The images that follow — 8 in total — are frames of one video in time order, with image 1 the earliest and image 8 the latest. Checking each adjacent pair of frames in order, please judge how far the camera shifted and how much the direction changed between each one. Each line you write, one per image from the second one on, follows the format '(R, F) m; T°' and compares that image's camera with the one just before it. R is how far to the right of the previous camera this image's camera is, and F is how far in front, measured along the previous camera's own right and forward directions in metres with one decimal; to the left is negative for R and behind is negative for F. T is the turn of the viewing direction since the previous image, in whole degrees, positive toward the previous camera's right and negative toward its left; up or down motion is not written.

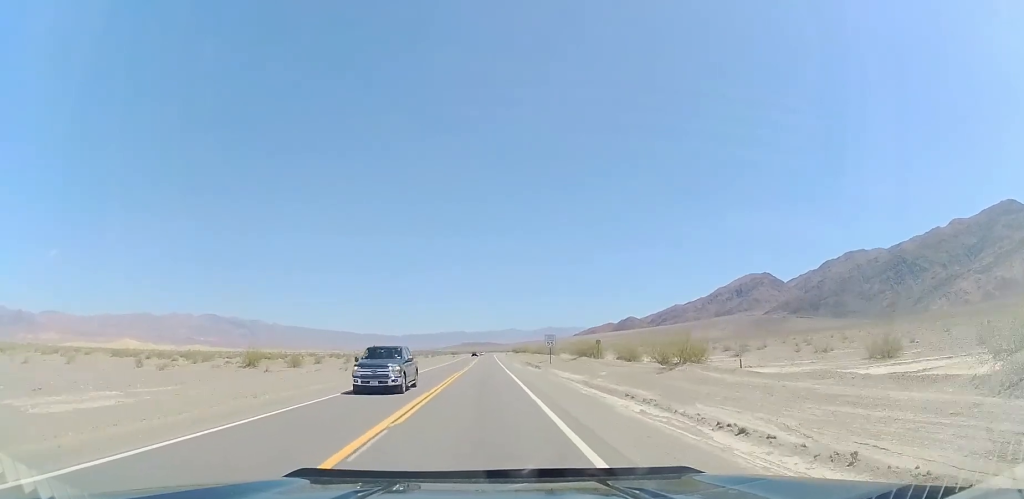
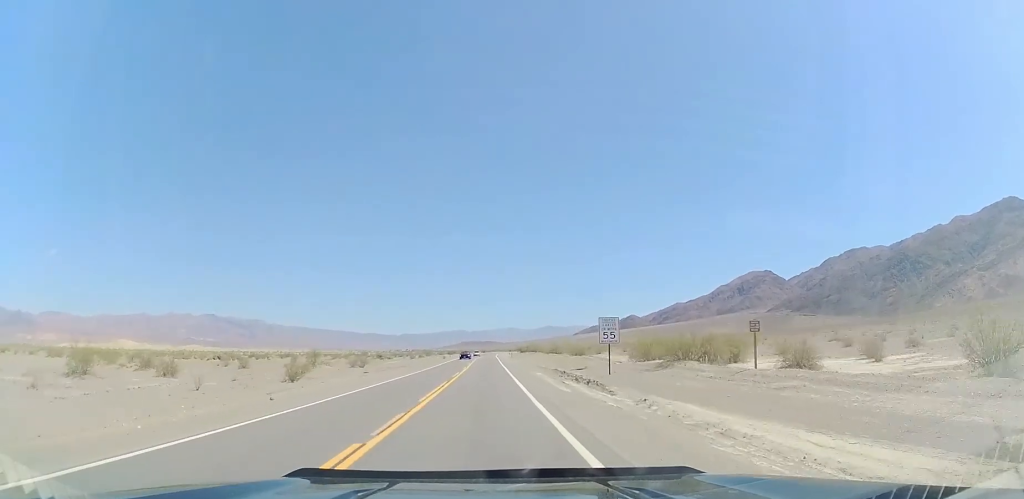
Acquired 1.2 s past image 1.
(+0.1, +31.0) m; 0°
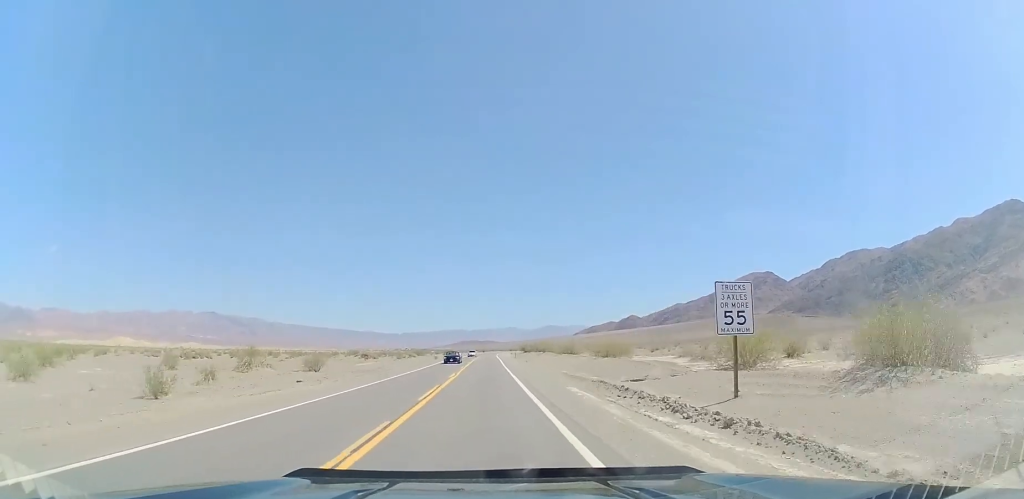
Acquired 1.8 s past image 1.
(0.0, +16.6) m; +1°
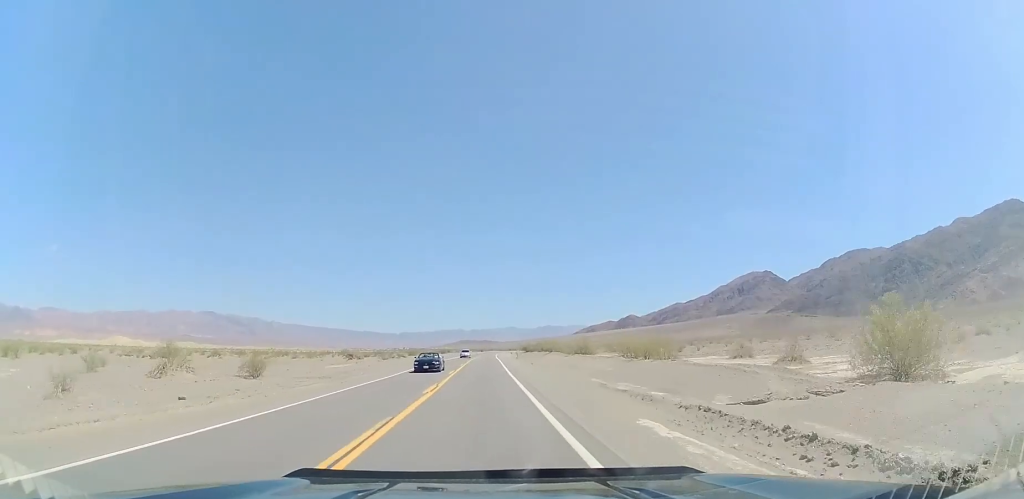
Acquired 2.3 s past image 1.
(0.0, +12.3) m; 0°
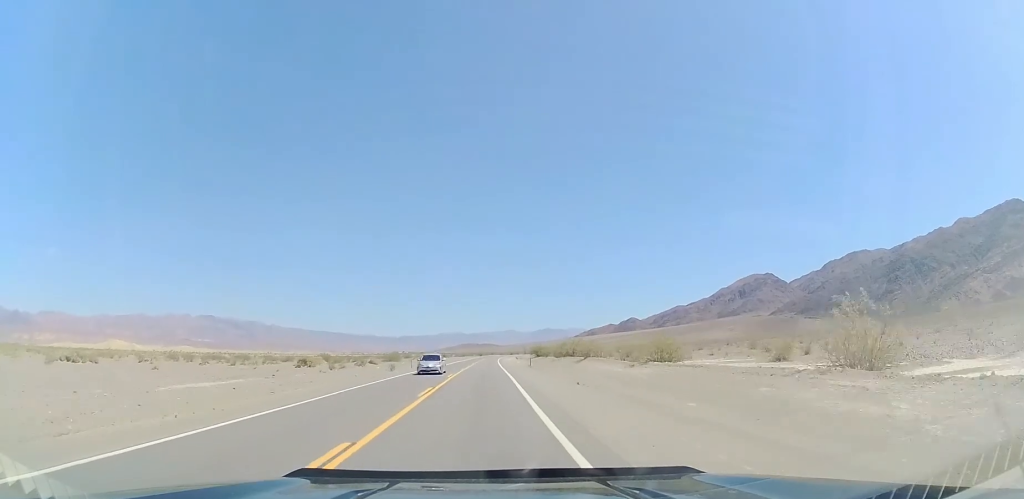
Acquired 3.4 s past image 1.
(+0.2, +29.3) m; -1°
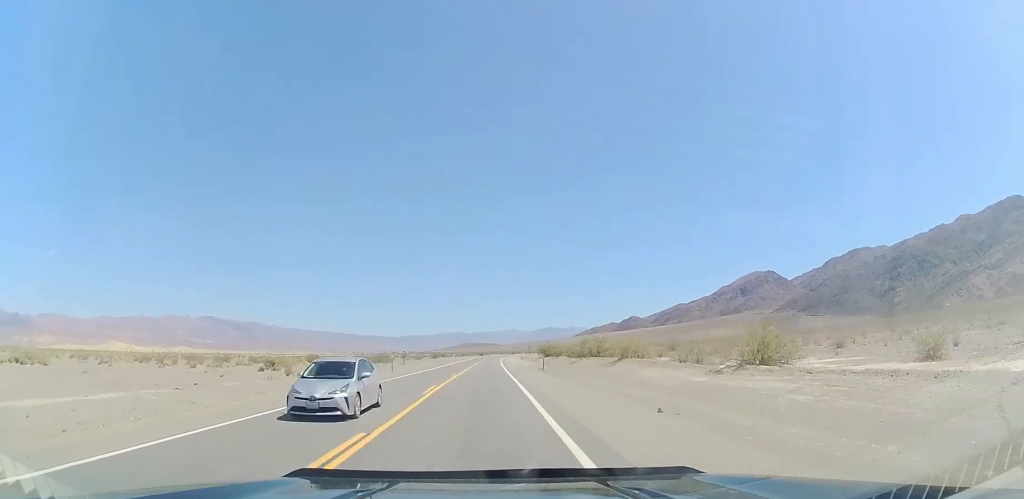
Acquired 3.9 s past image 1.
(-0.1, +13.4) m; -1°
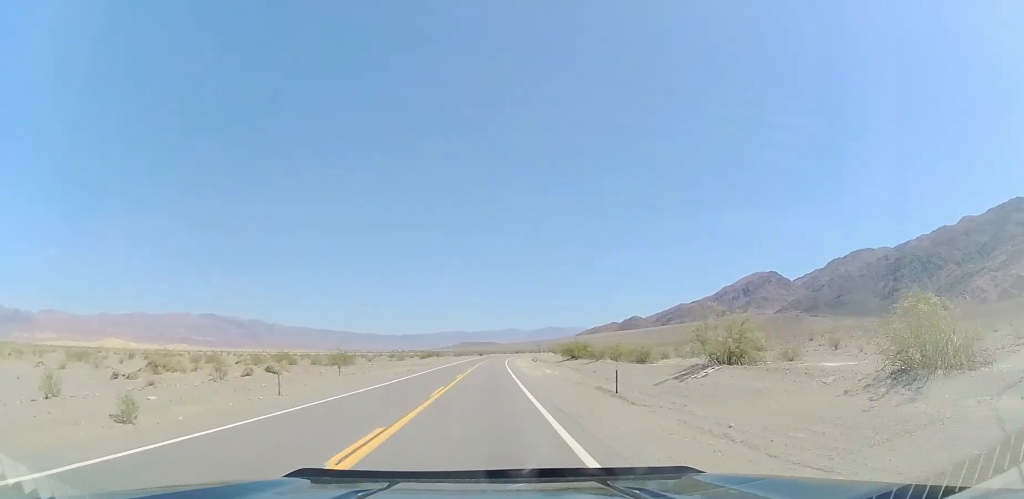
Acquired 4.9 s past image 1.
(-0.6, +28.0) m; +1°
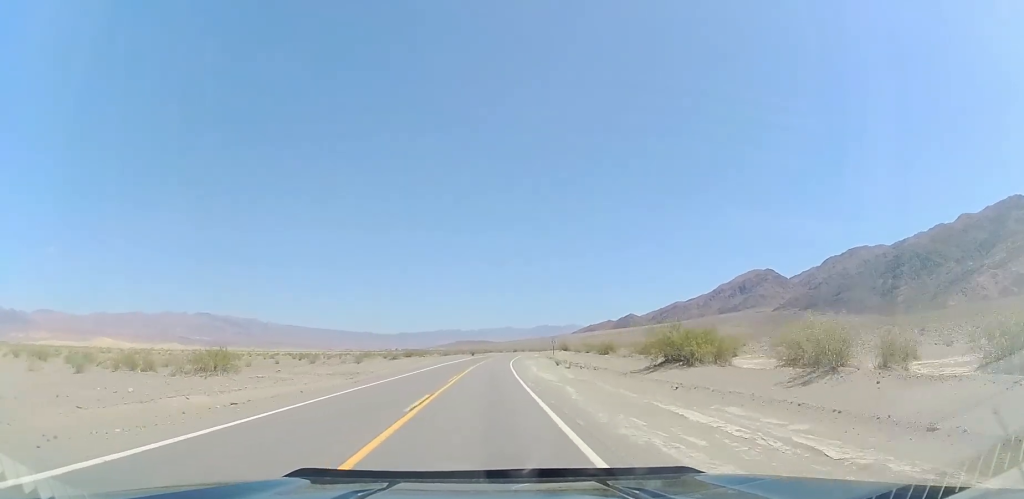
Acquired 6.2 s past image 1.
(+1.1, +35.4) m; +1°
